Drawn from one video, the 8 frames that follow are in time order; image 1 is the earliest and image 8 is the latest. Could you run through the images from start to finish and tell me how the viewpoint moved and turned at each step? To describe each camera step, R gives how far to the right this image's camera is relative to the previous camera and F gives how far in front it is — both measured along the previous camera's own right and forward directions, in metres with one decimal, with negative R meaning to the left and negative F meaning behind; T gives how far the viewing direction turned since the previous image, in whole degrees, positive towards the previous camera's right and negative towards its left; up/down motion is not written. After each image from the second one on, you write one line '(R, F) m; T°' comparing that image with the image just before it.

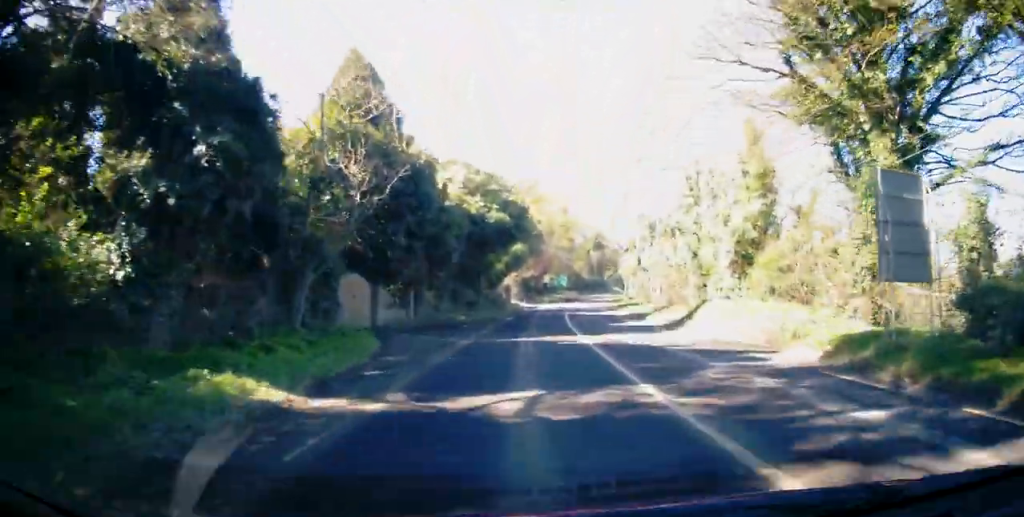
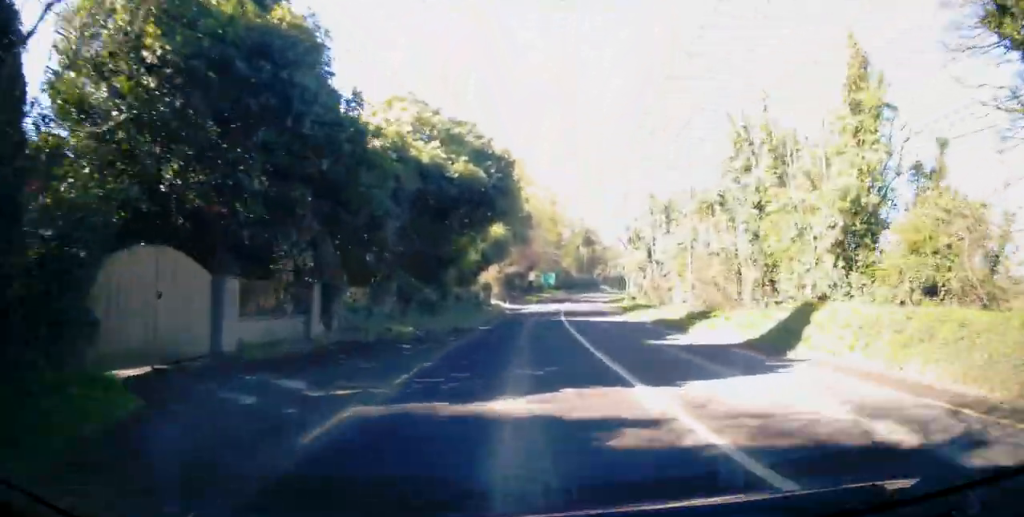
(0.0, +11.9) m; 0°
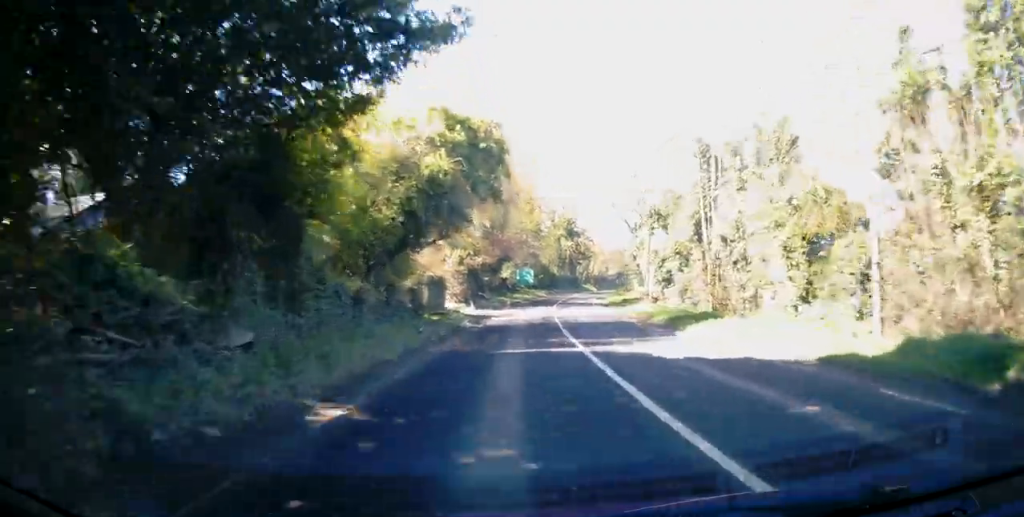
(0.0, +19.9) m; +2°
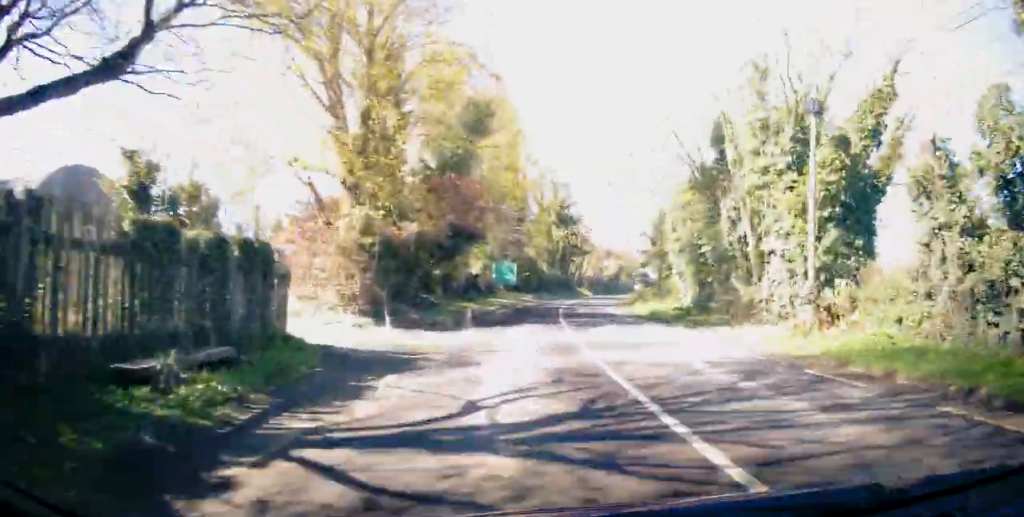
(+1.1, +24.7) m; +5°
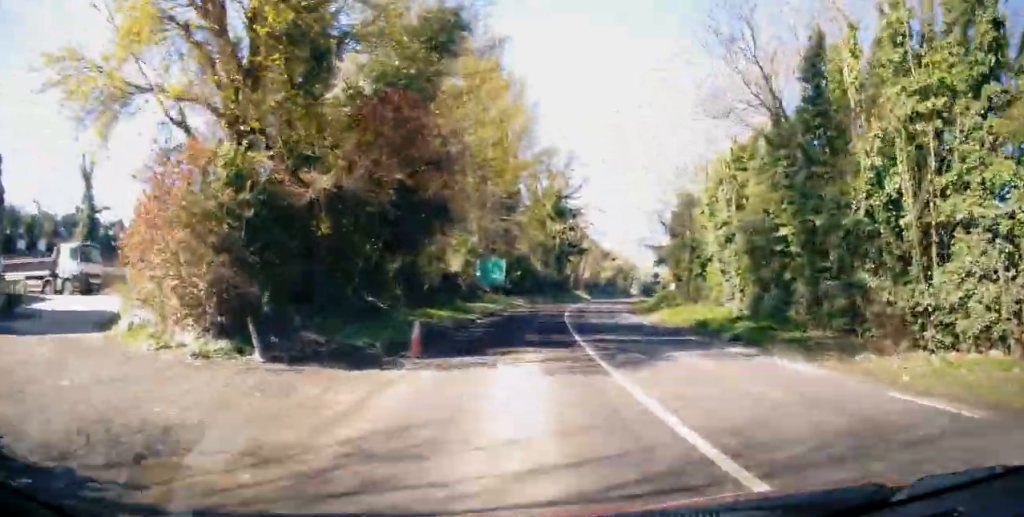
(+0.2, +9.6) m; +1°
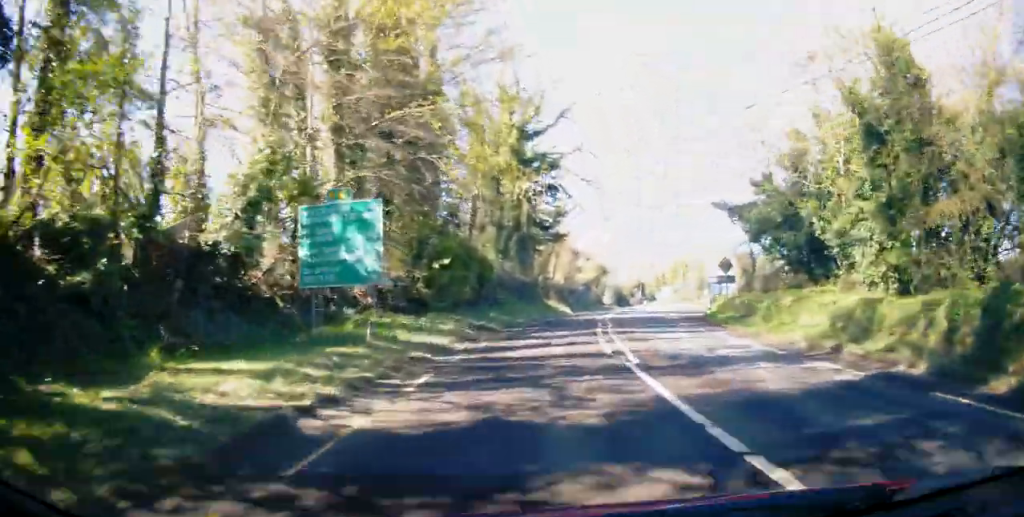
(+0.4, +32.6) m; +4°
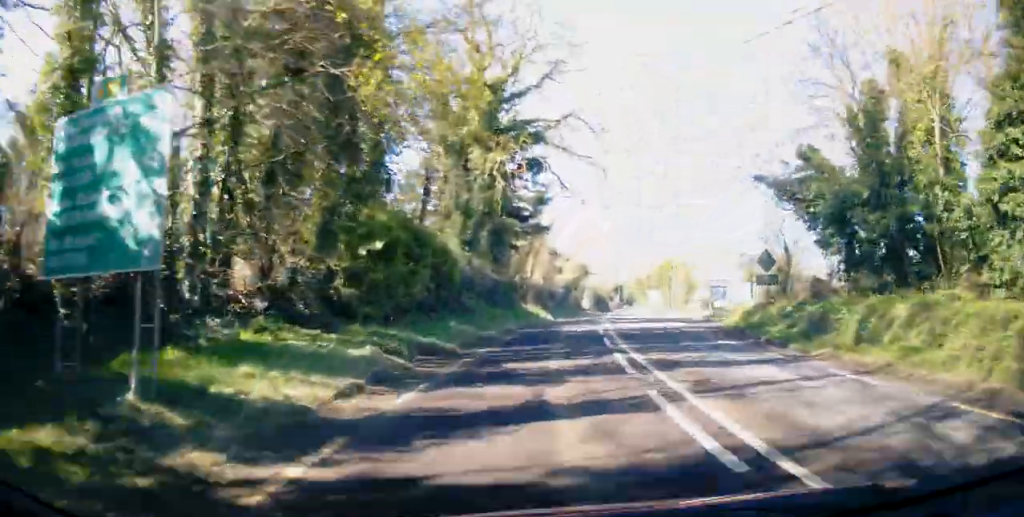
(+0.4, +8.7) m; +2°
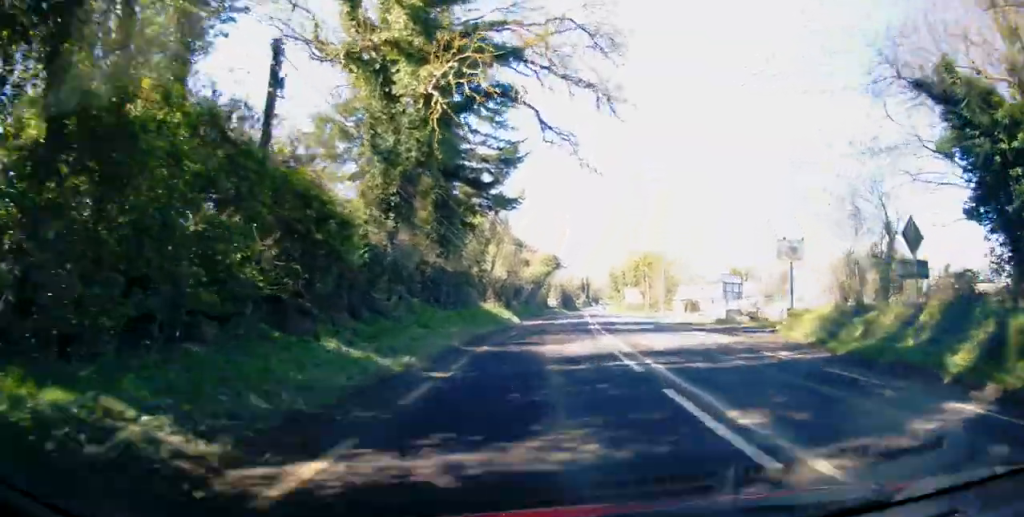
(+0.5, +12.1) m; +3°
